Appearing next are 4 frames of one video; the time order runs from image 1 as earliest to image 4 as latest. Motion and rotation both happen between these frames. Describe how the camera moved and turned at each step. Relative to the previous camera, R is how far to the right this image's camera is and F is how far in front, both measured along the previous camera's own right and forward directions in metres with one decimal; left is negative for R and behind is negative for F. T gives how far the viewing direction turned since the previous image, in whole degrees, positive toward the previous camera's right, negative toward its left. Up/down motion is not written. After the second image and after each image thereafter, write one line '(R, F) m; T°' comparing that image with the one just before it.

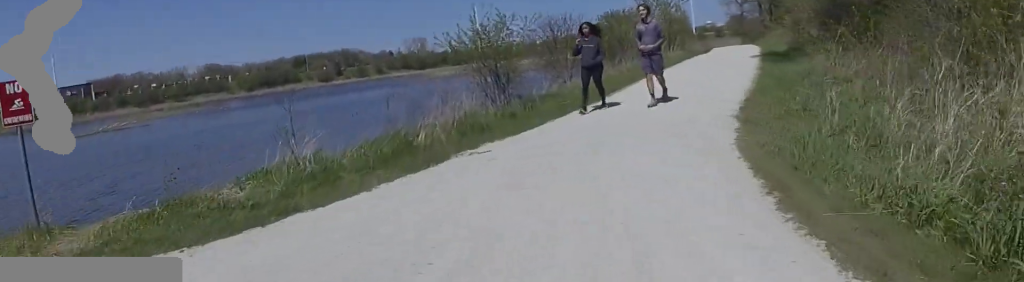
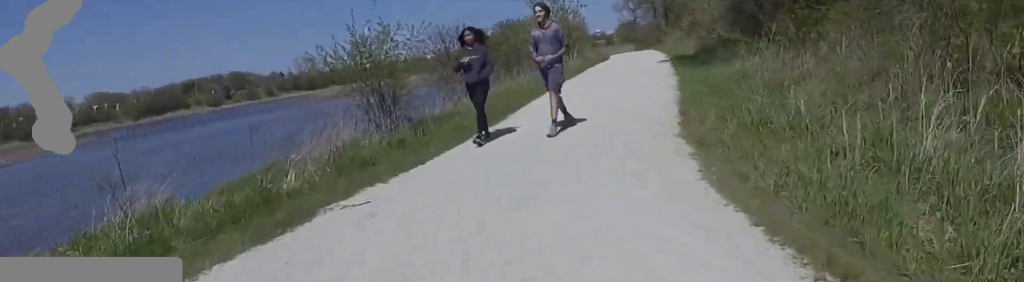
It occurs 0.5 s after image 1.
(-0.1, +2.5) m; +4°
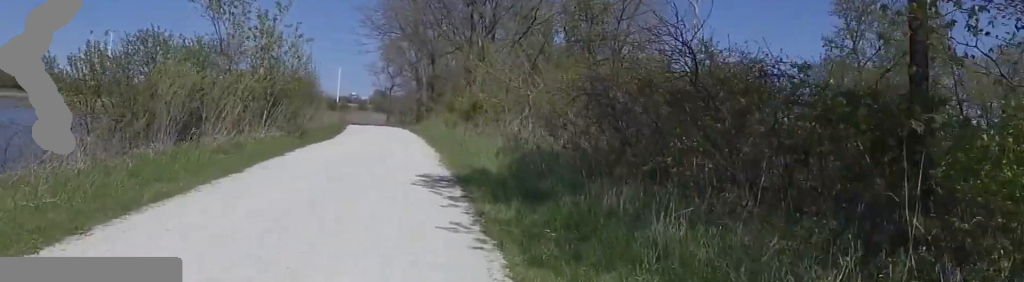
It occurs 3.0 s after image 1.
(+4.2, +13.3) m; +12°
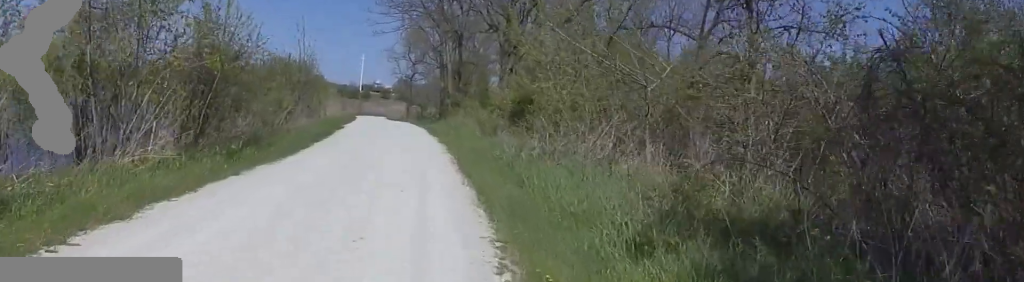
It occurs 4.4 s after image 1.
(-1.5, +8.1) m; -3°
